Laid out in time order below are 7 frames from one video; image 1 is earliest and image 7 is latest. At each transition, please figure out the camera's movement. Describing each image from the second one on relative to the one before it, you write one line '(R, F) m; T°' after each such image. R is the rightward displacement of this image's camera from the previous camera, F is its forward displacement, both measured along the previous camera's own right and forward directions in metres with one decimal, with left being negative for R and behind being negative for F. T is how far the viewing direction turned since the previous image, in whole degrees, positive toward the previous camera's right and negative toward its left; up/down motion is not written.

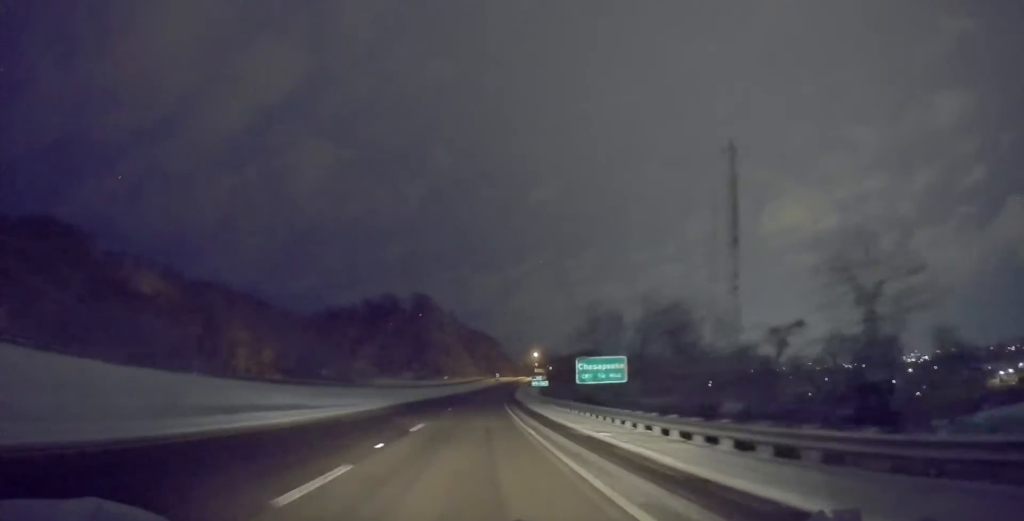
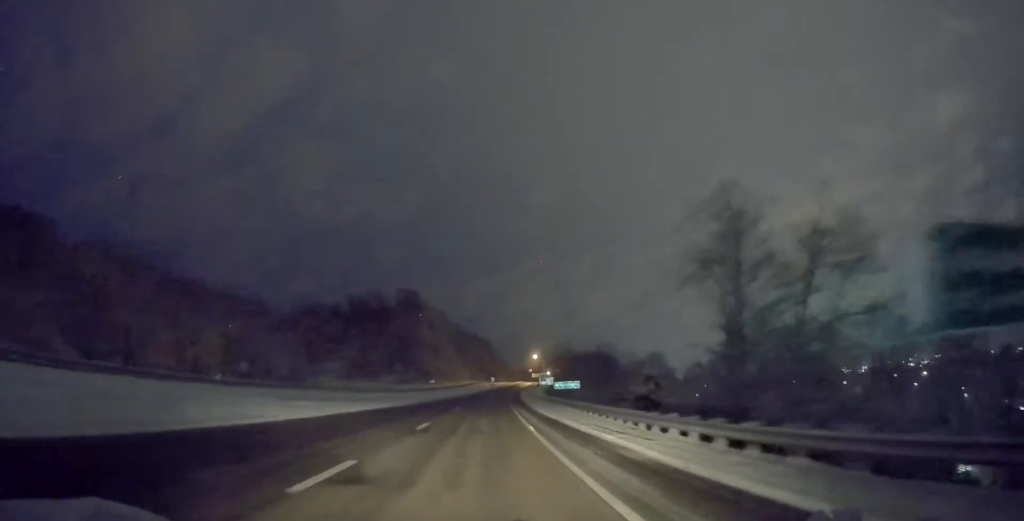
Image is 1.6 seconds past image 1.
(-0.6, +35.4) m; -1°
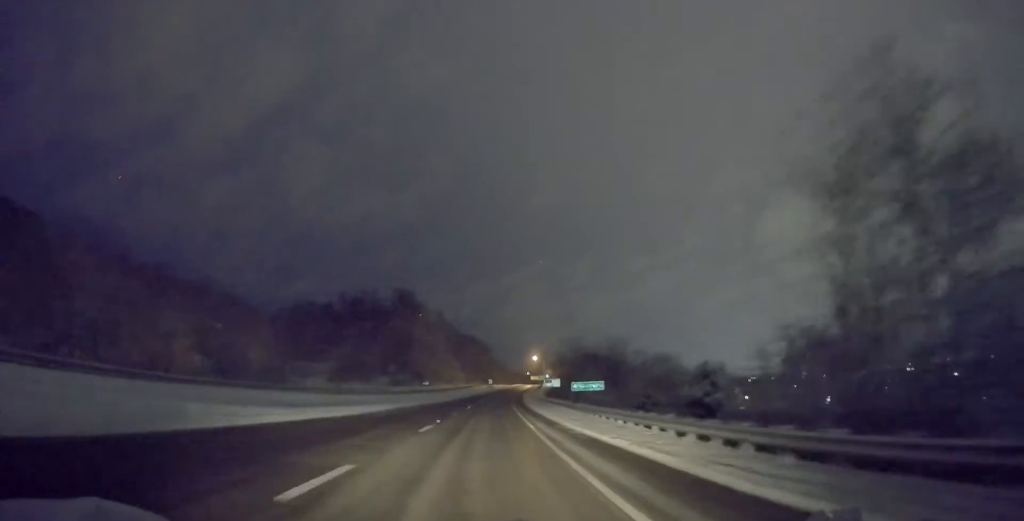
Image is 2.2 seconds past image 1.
(0.0, +12.6) m; +1°
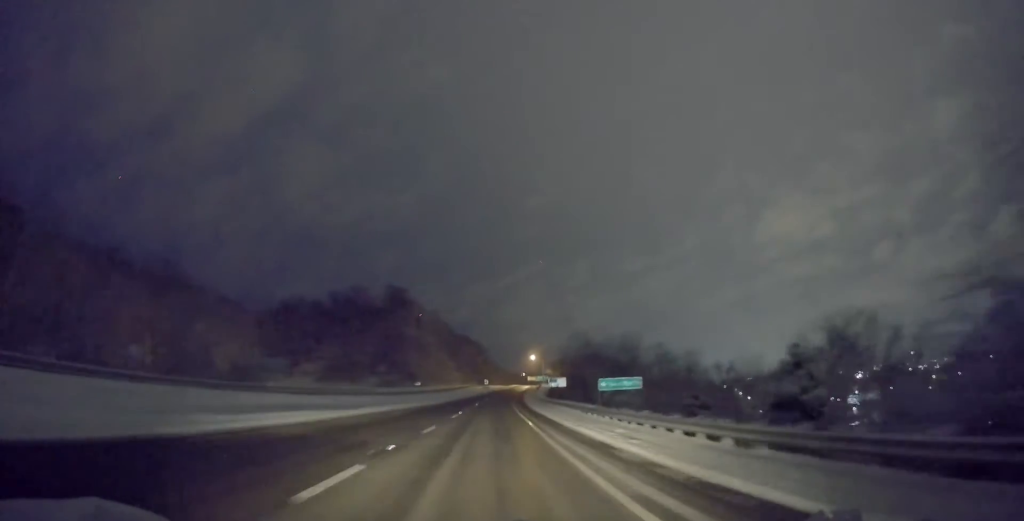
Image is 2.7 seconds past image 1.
(+0.3, +12.0) m; +1°
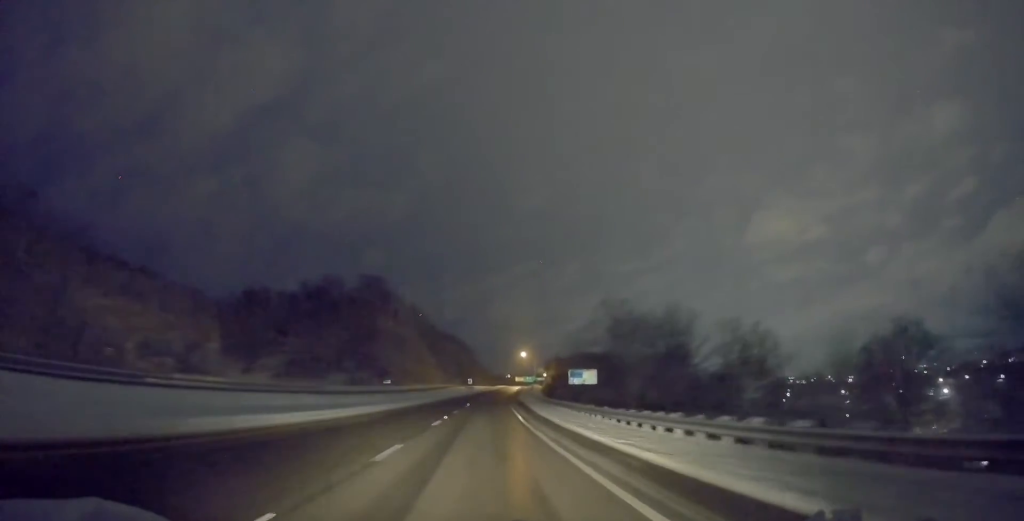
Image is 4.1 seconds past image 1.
(+0.1, +32.4) m; +1°
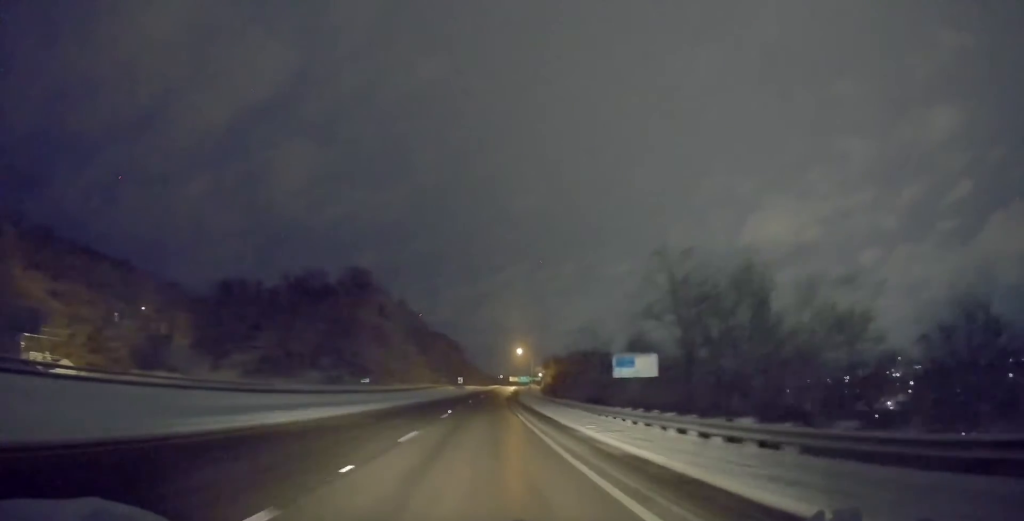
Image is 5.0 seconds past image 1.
(+0.1, +20.3) m; +1°
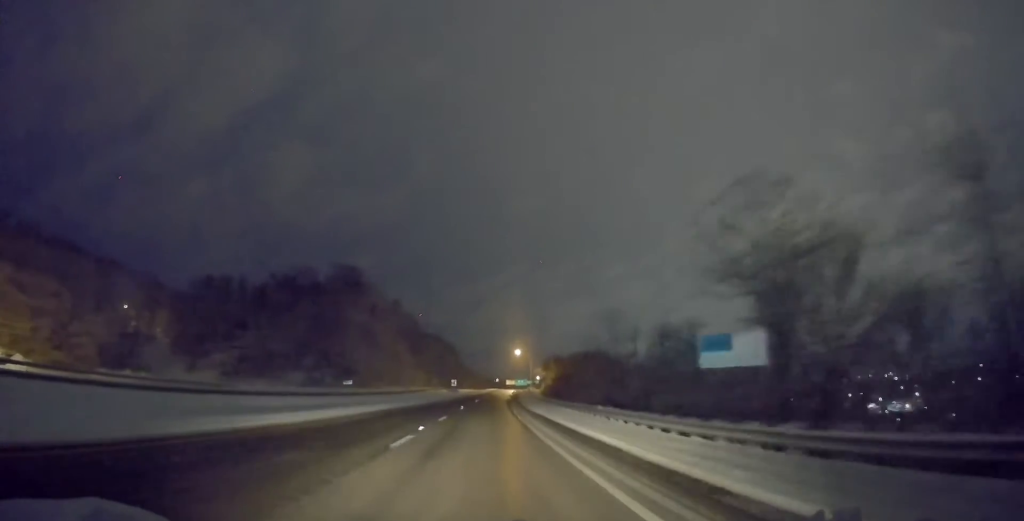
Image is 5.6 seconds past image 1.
(+0.2, +13.5) m; +1°
